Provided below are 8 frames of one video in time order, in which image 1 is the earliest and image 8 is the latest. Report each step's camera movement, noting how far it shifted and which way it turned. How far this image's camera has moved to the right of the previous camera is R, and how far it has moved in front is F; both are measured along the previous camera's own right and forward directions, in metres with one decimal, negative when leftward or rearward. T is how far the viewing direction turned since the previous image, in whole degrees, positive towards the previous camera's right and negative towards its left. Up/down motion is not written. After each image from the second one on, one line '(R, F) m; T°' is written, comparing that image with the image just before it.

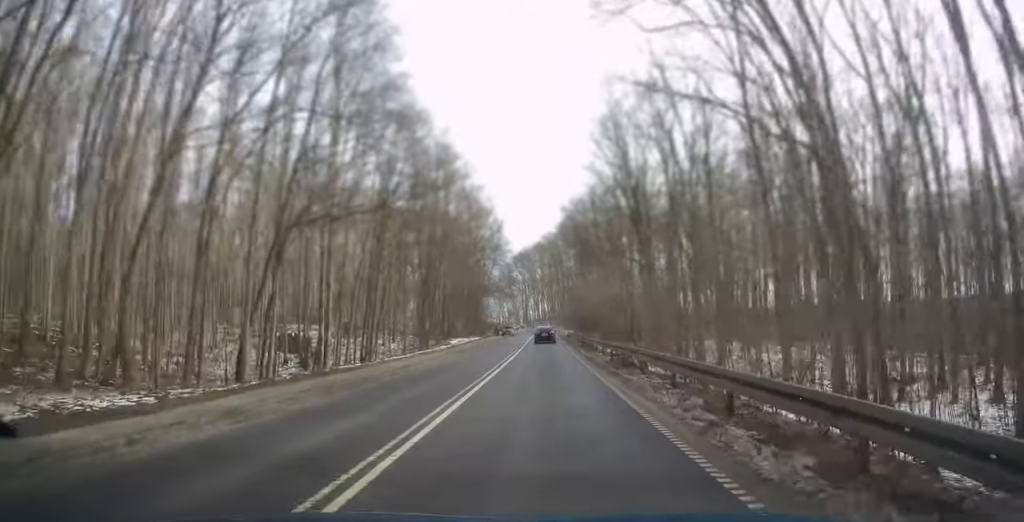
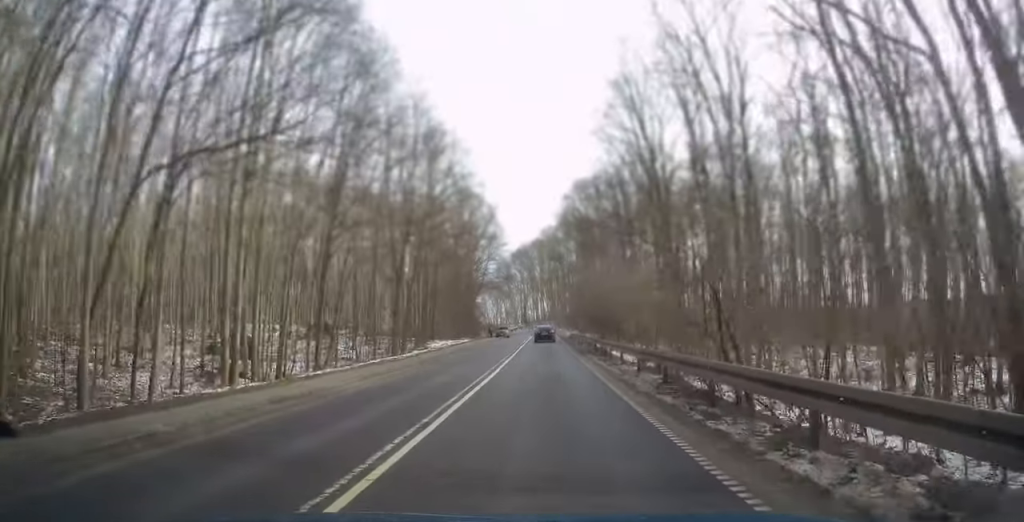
(-0.2, +10.8) m; -1°
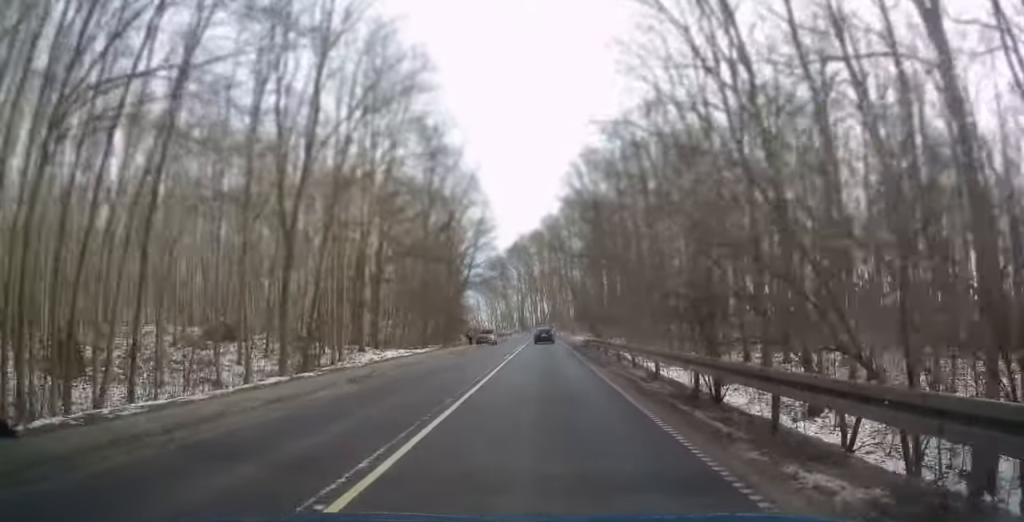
(-0.2, +22.0) m; 0°
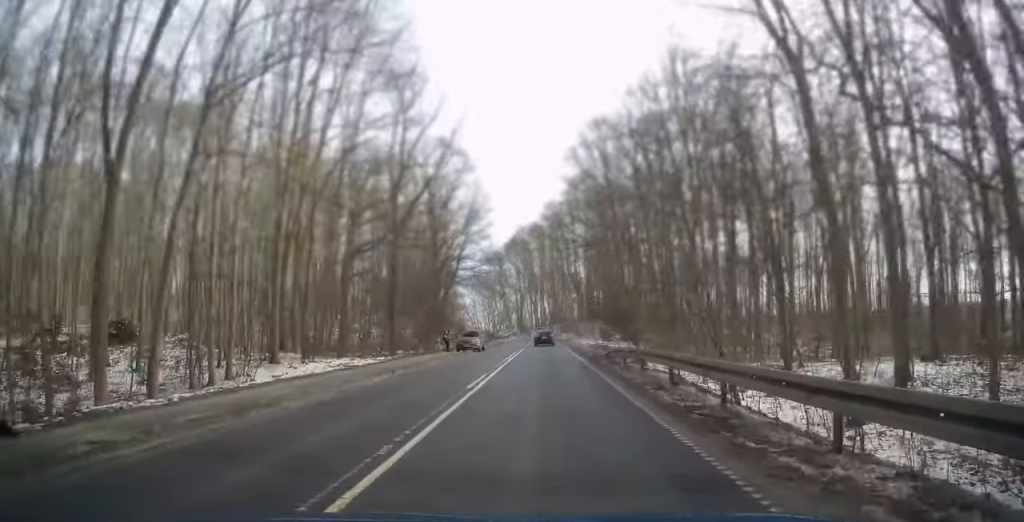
(0.0, +13.4) m; 0°
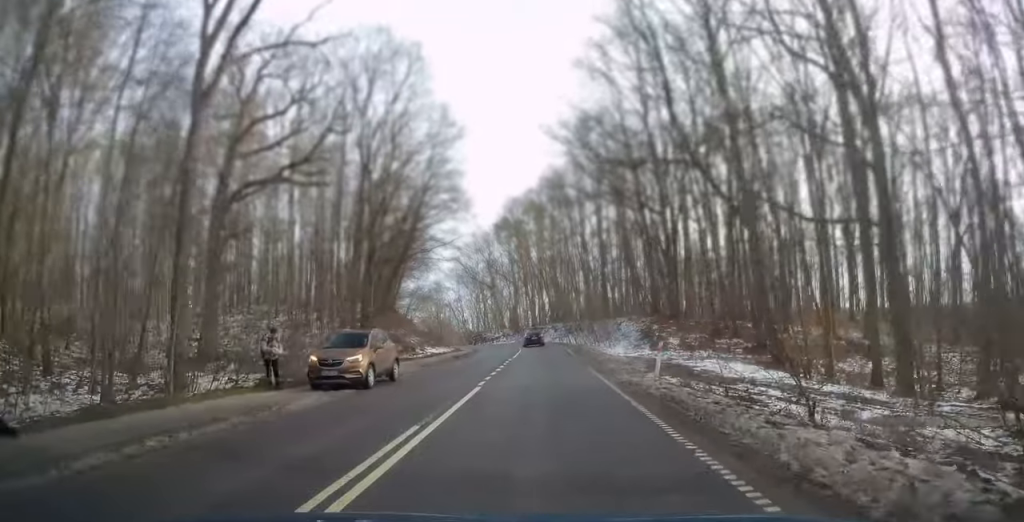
(0.0, +29.2) m; 0°
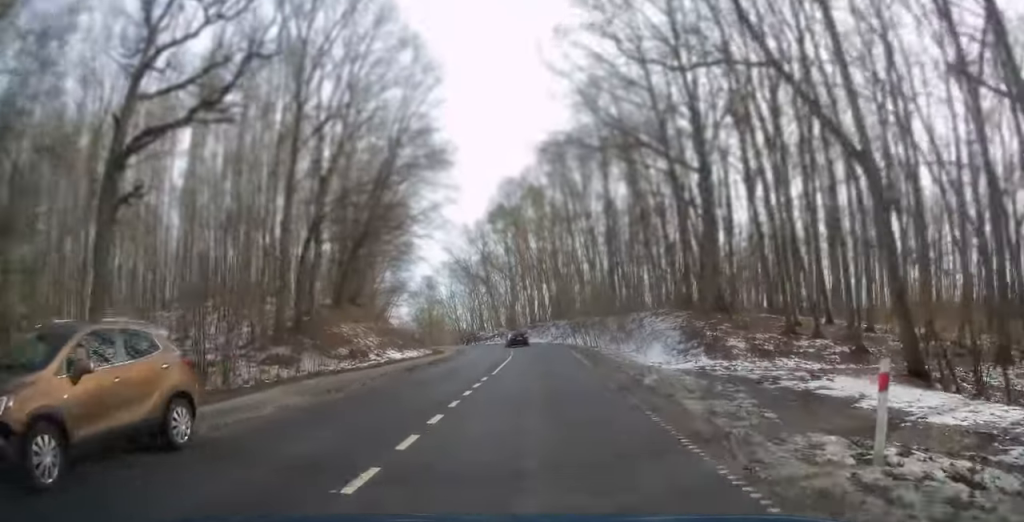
(0.0, +12.3) m; +1°
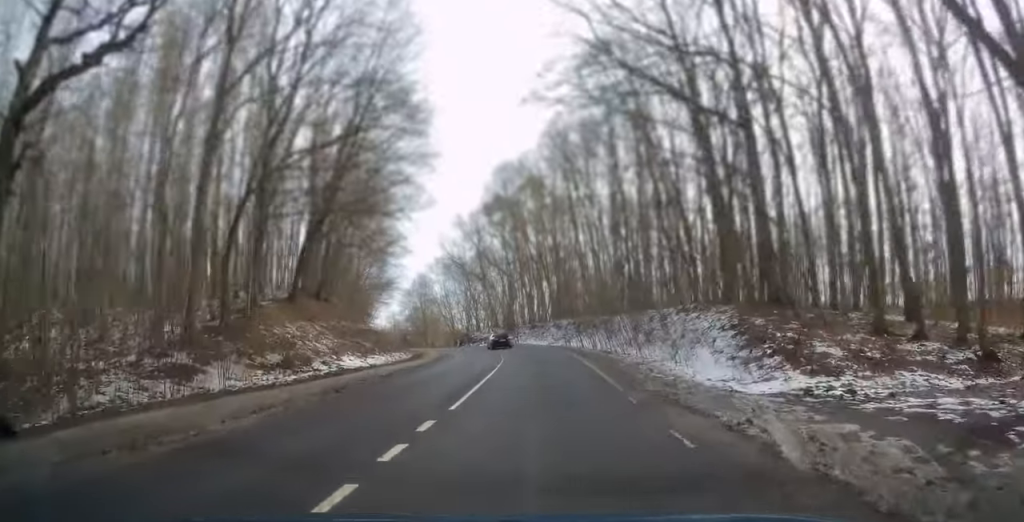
(-0.1, +8.3) m; +1°
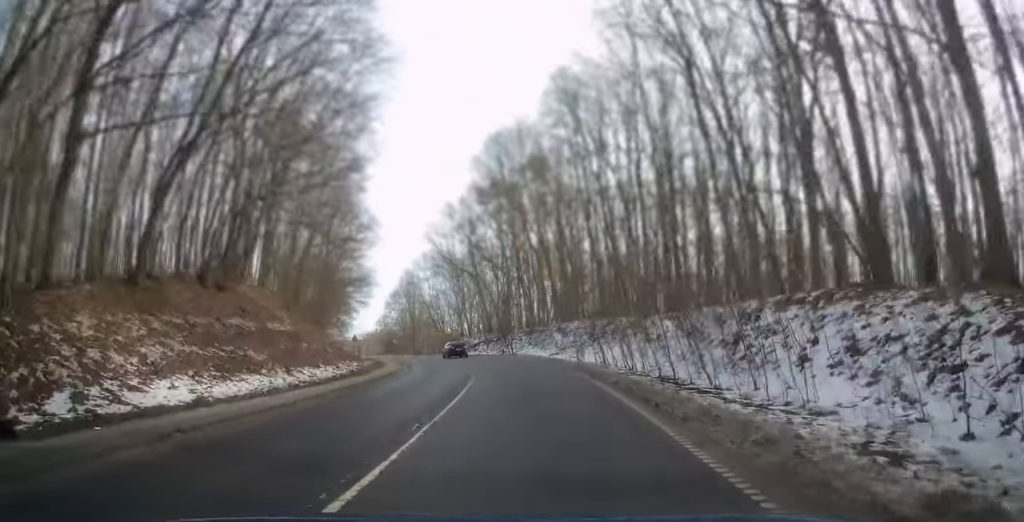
(+0.3, +15.1) m; +1°
